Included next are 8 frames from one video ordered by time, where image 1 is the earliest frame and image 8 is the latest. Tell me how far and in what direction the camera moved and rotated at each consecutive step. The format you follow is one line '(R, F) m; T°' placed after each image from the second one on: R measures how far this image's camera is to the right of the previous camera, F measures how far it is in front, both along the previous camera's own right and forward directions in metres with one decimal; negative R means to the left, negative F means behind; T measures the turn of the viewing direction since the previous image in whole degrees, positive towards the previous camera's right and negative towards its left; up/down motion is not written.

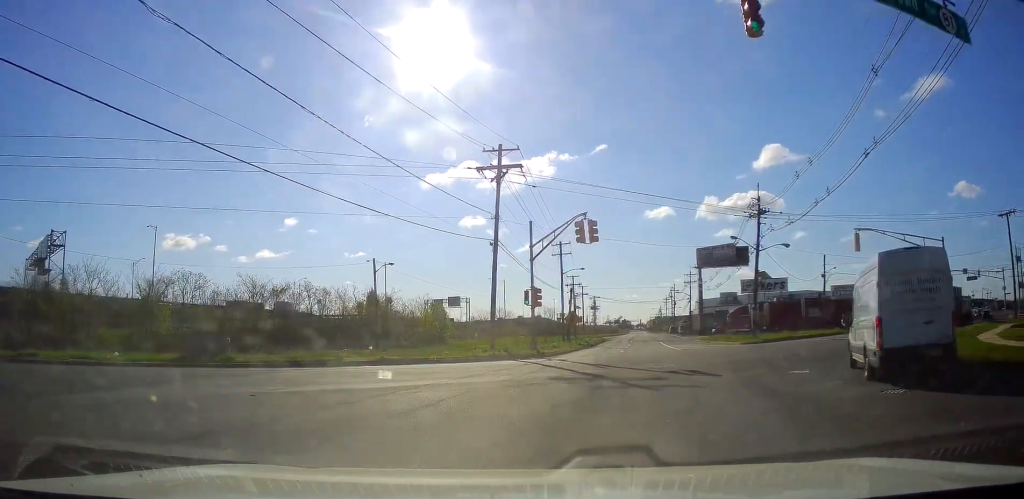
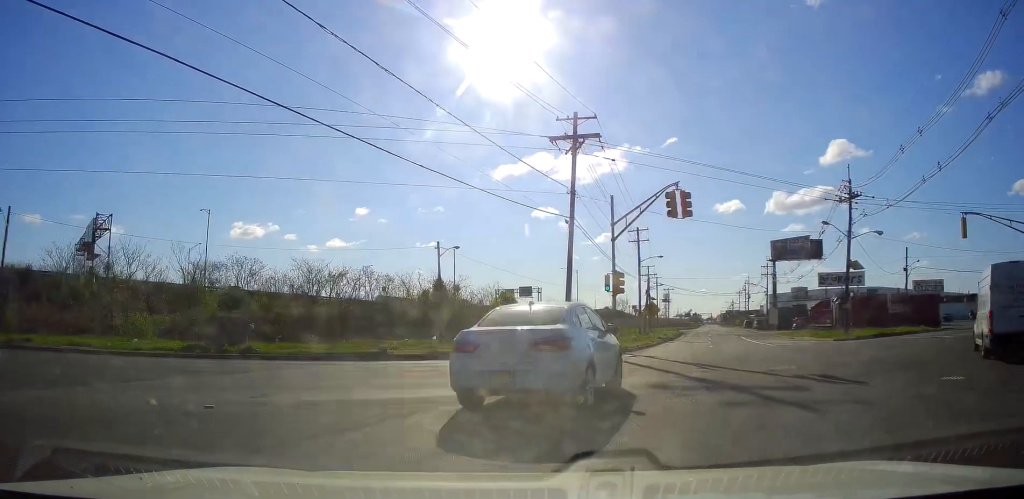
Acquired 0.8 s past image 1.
(-0.3, +4.5) m; -7°
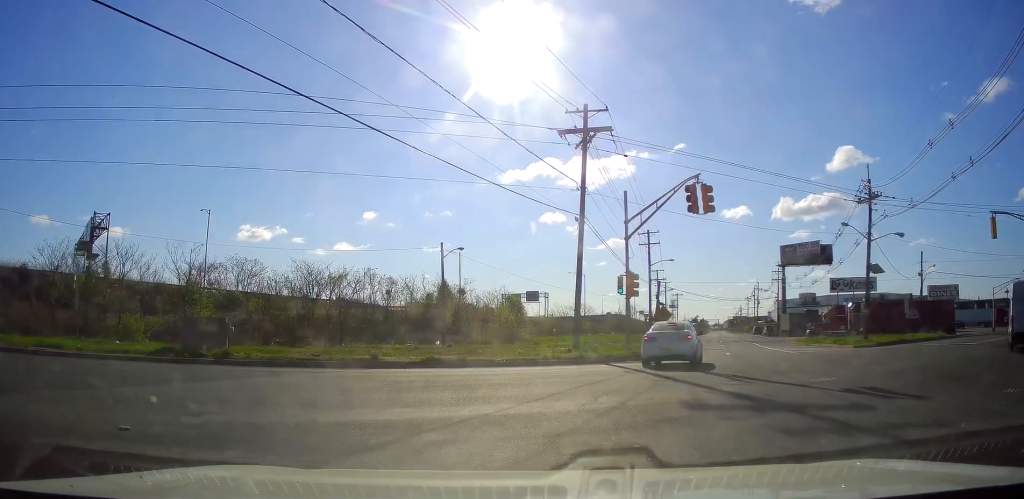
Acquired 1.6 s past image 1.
(-0.2, +3.0) m; -7°
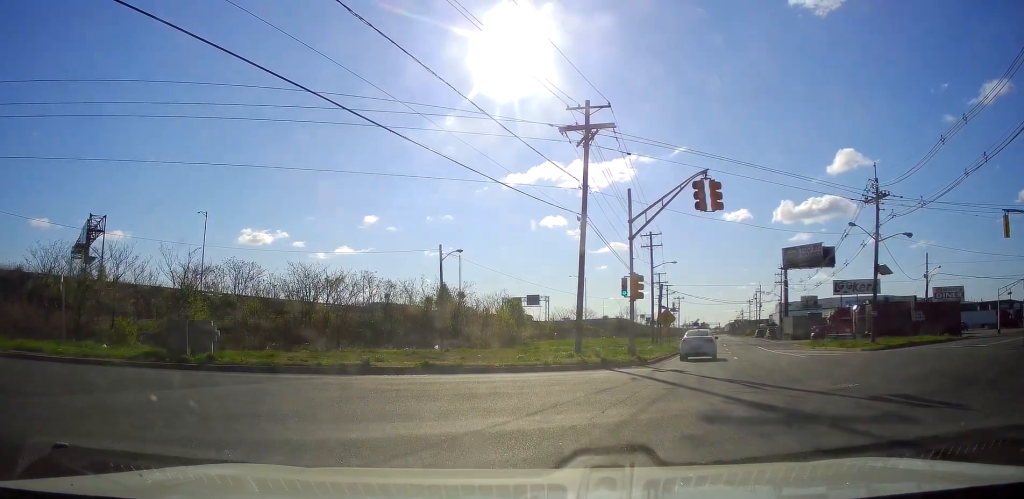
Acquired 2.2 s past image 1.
(-0.1, +1.6) m; -4°
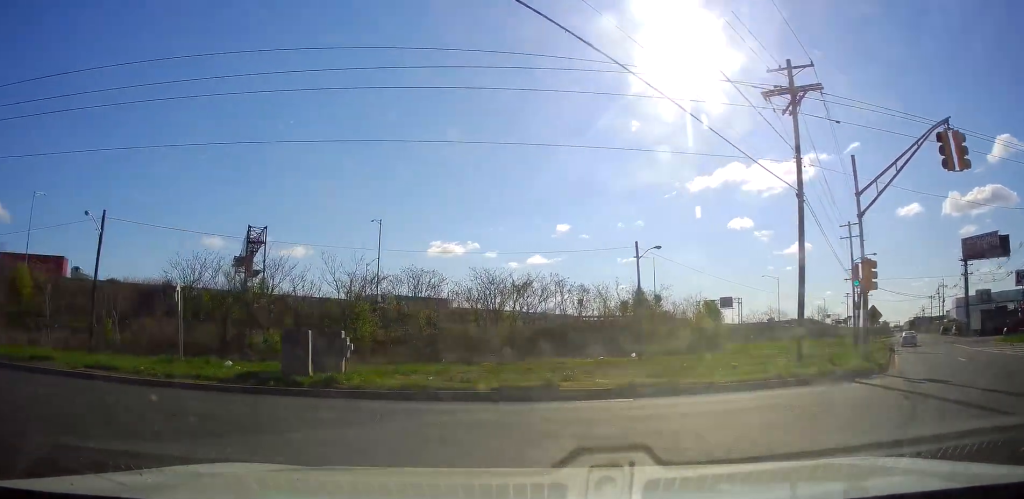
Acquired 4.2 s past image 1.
(-0.4, +3.7) m; -24°
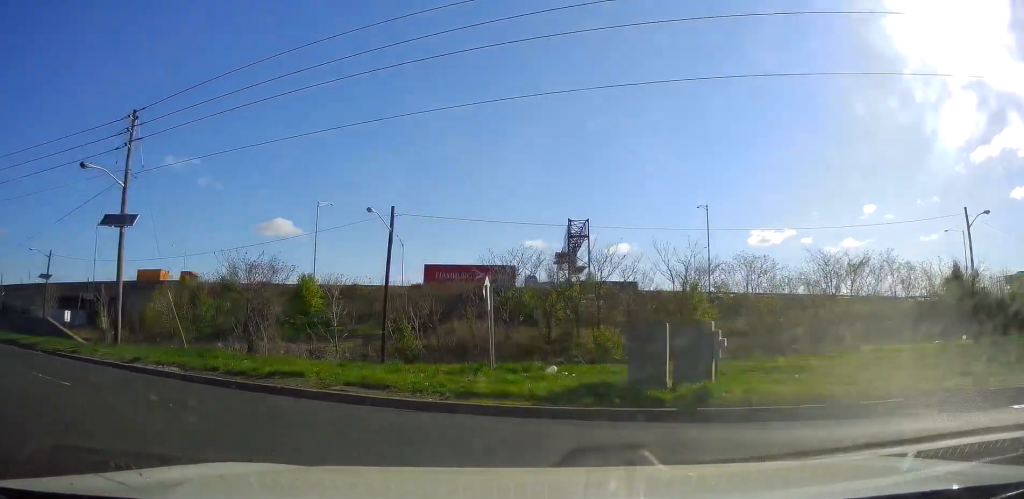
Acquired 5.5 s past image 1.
(-0.9, +3.5) m; -28°
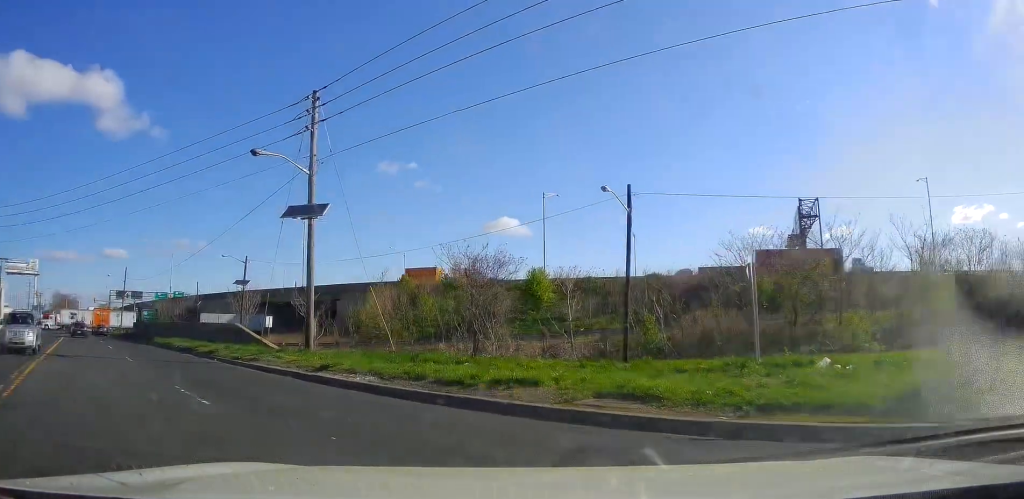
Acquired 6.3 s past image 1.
(-0.3, +2.8) m; -18°
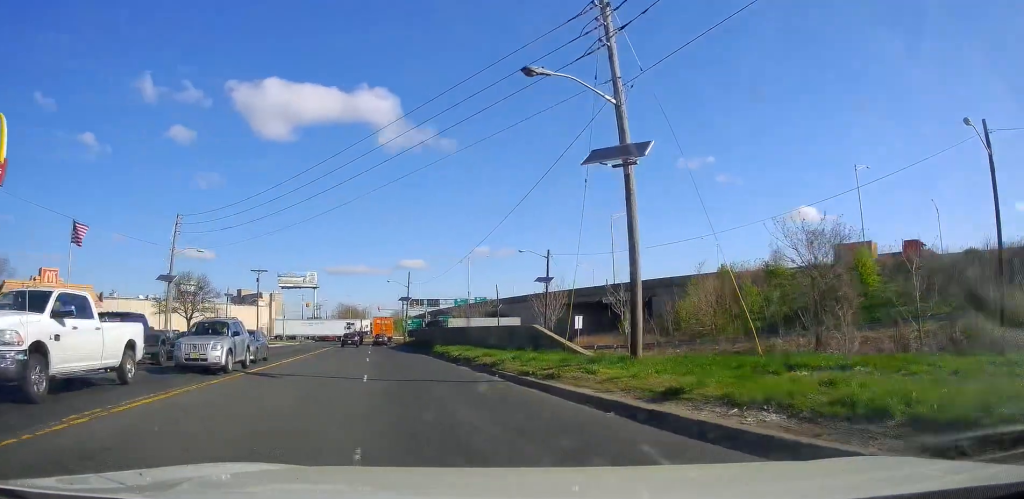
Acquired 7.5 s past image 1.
(-1.3, +5.7) m; -21°
